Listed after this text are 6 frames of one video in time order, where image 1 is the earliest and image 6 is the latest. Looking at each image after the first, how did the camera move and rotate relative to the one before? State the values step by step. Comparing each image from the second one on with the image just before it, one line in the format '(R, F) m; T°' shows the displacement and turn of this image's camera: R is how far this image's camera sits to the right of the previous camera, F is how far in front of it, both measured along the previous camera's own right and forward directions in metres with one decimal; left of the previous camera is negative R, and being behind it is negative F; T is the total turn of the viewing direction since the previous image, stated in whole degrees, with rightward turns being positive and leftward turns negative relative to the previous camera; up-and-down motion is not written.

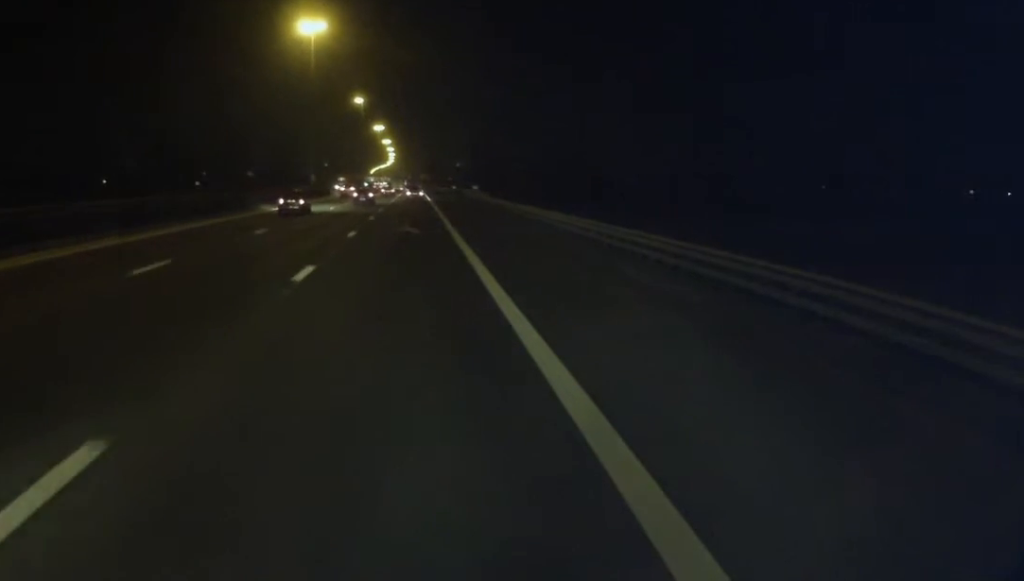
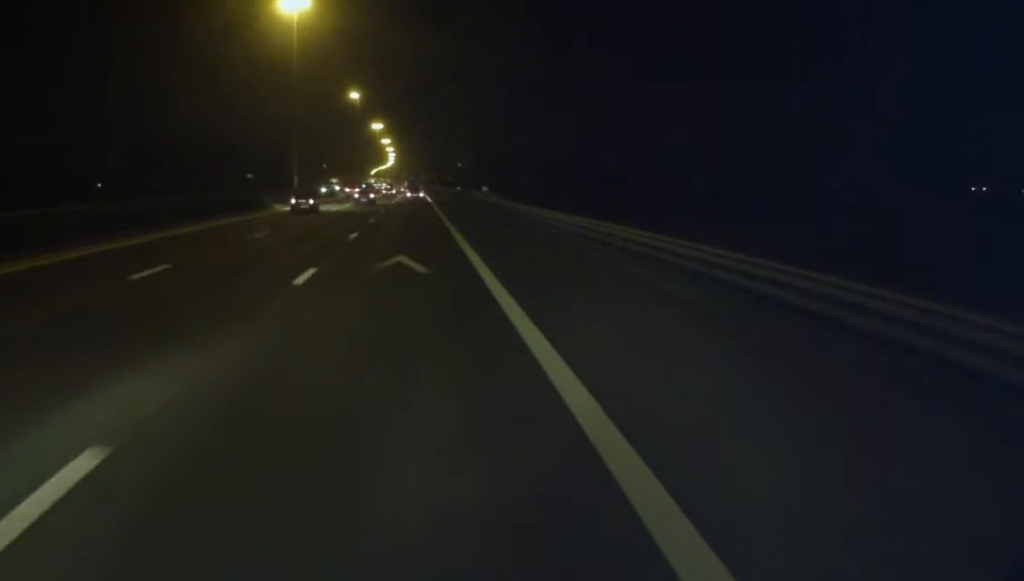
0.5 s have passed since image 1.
(0.0, +12.5) m; 0°
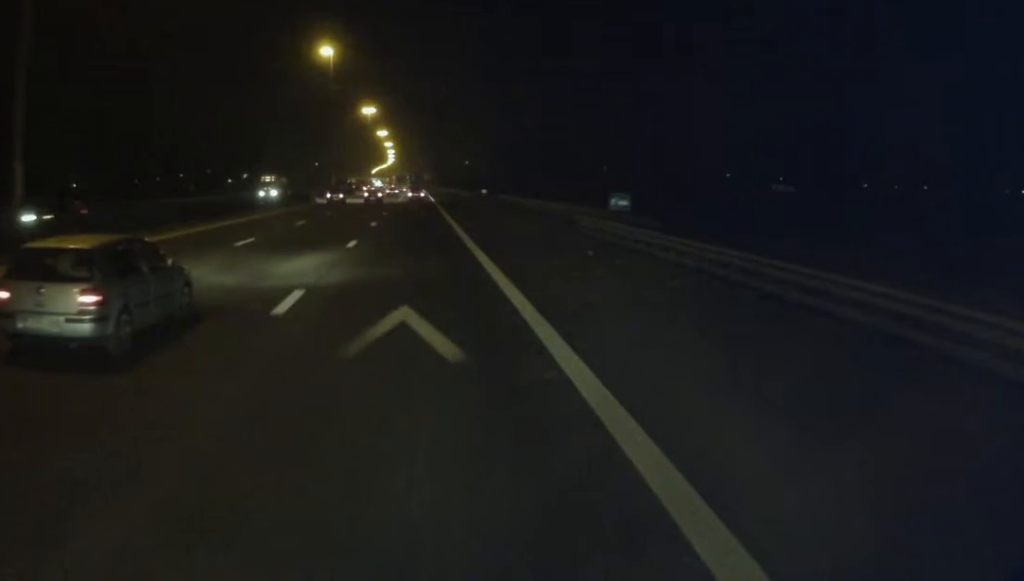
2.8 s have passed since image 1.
(+0.1, +53.3) m; -1°
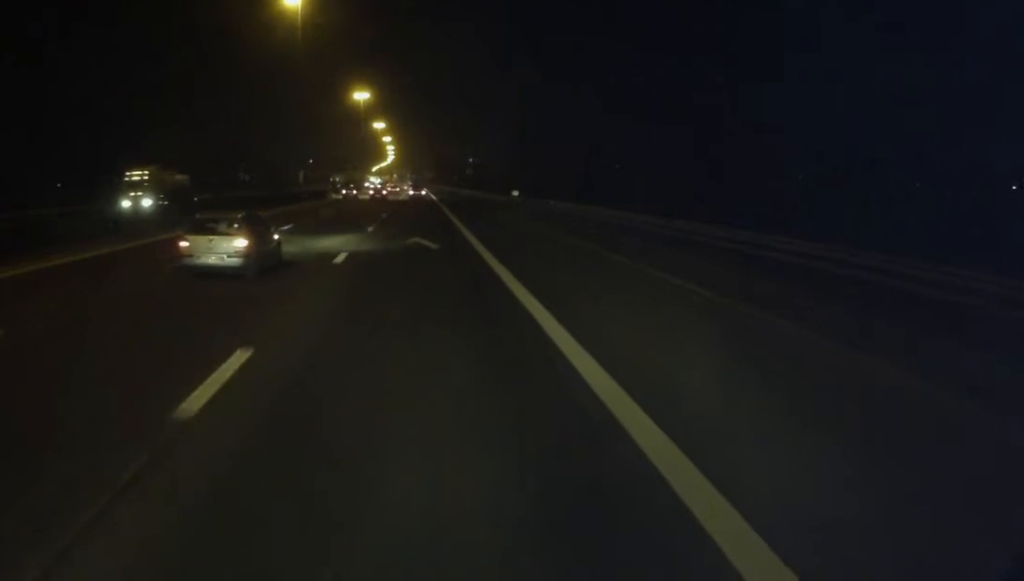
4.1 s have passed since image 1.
(-0.6, +29.9) m; 0°
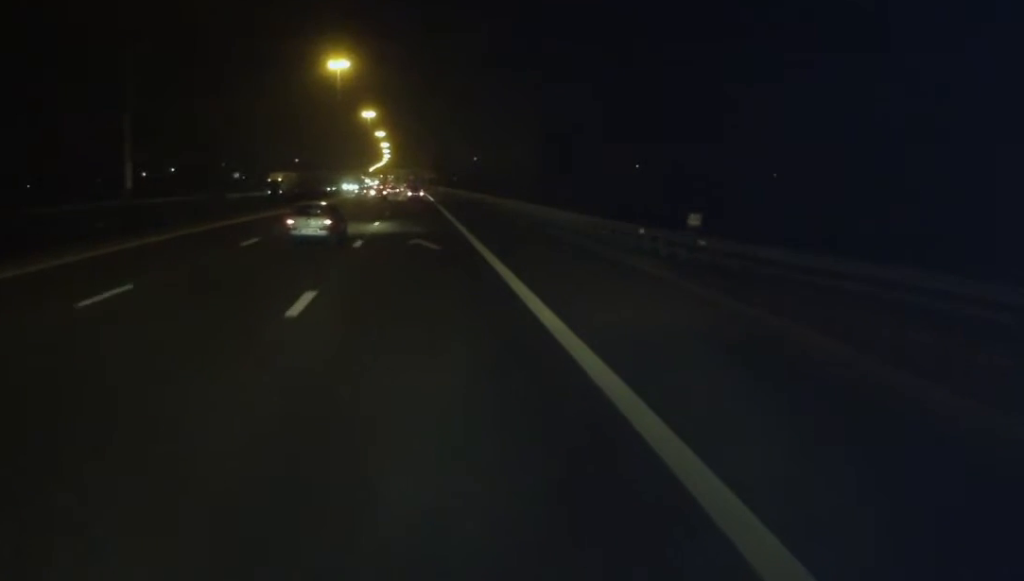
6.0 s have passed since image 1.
(+0.1, +44.9) m; 0°
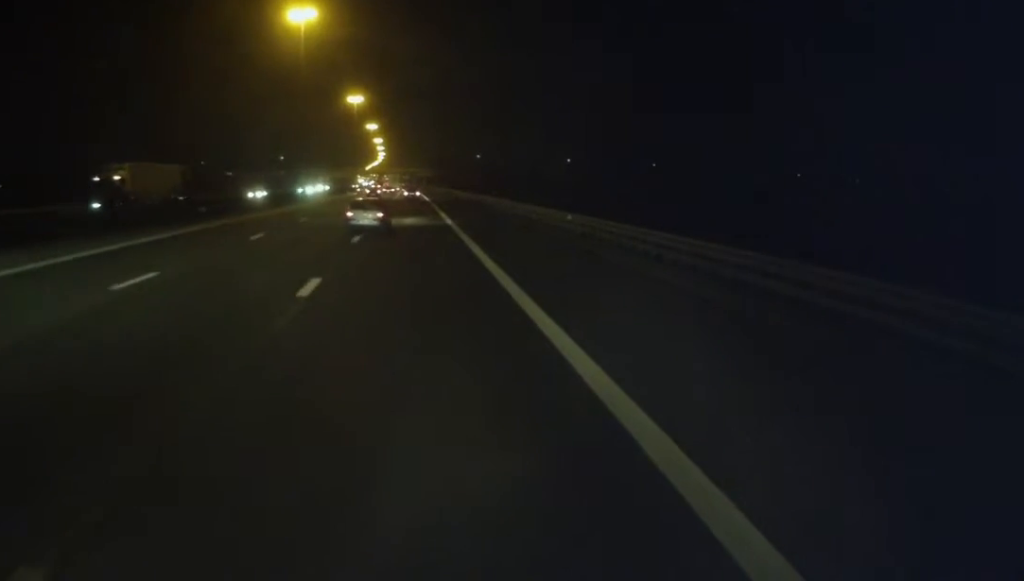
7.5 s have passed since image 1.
(+0.6, +35.4) m; +1°
